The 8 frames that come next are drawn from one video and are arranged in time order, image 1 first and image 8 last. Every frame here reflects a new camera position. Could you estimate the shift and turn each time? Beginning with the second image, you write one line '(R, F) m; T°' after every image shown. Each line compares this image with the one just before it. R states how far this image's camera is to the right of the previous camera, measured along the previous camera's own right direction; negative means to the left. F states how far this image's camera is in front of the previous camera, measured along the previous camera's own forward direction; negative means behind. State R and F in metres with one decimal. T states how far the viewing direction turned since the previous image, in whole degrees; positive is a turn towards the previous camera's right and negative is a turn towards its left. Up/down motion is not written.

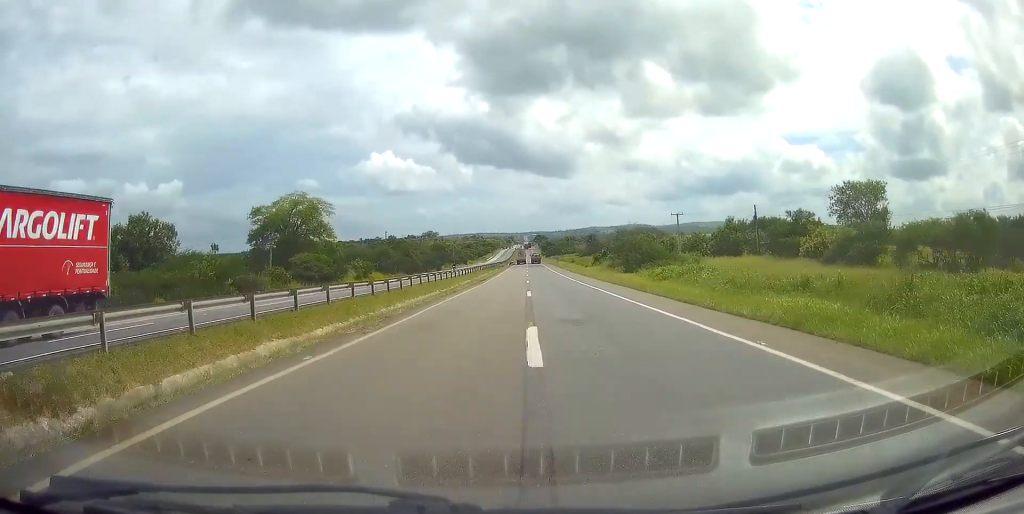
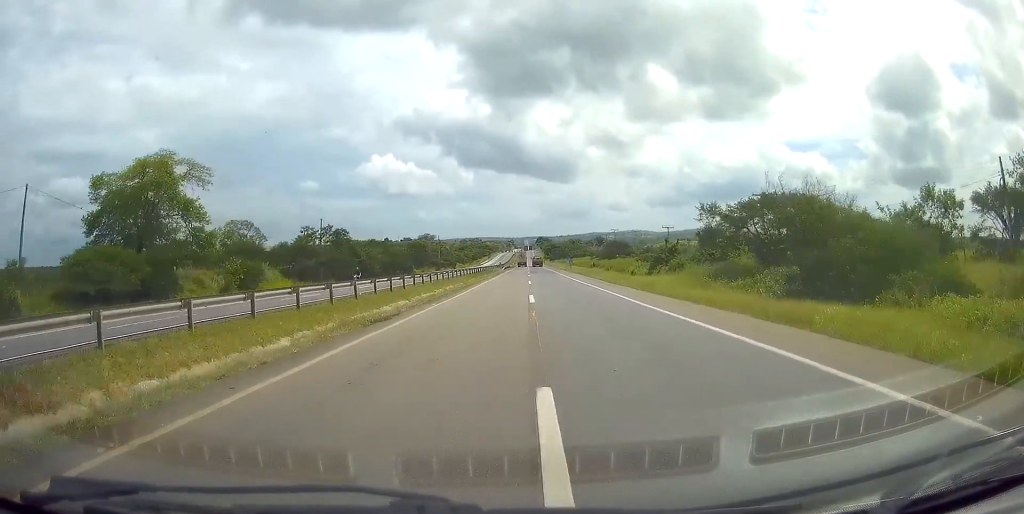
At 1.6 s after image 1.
(-0.2, +43.9) m; 0°
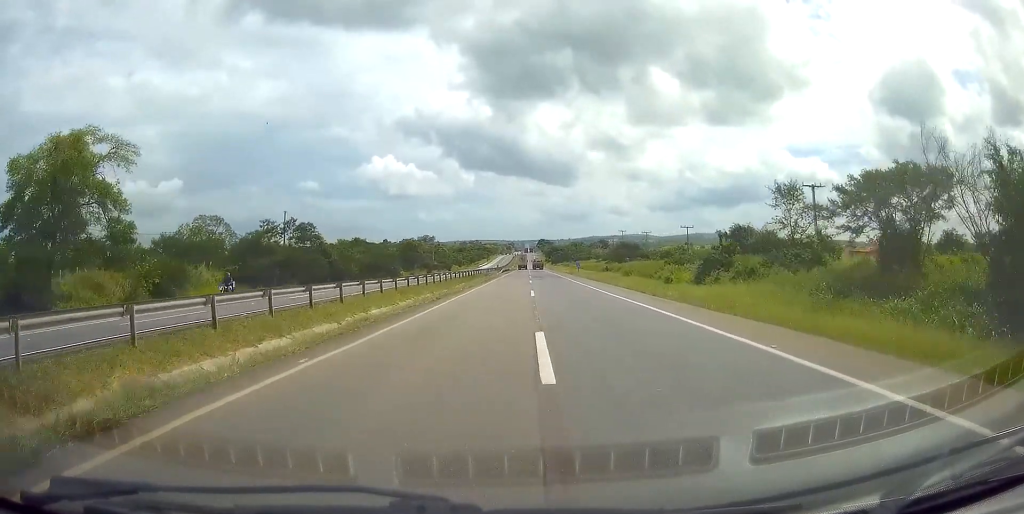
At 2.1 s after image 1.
(+0.2, +14.9) m; 0°
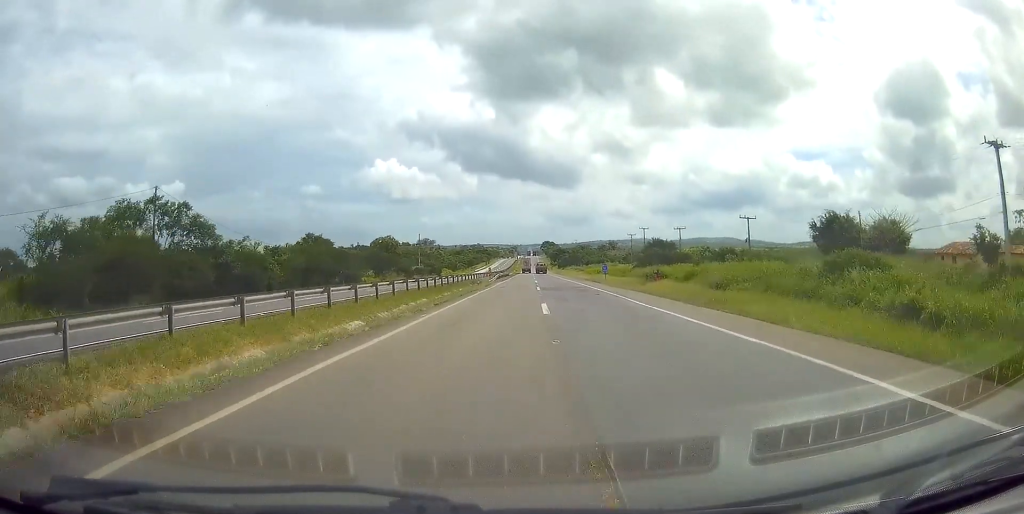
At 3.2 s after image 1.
(-0.1, +30.7) m; 0°
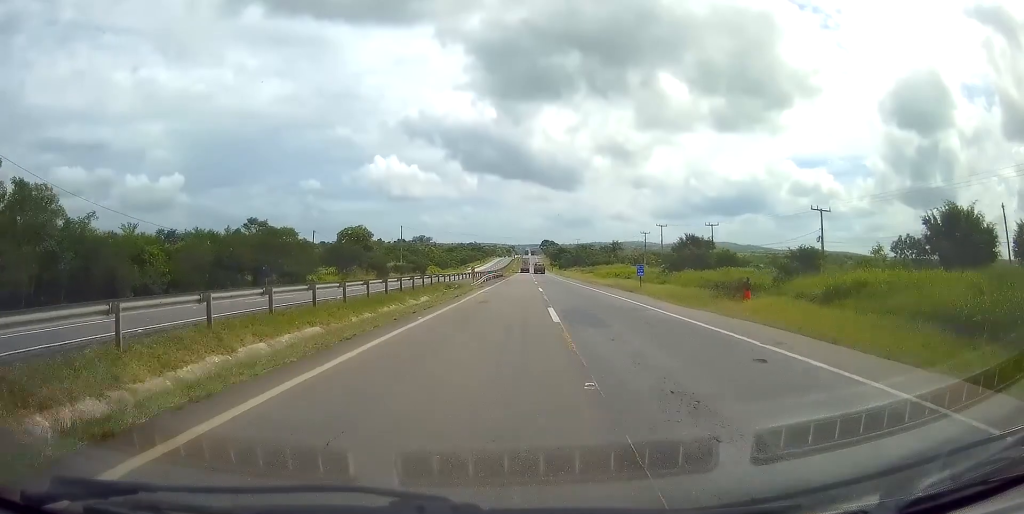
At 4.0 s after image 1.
(-0.1, +22.3) m; 0°
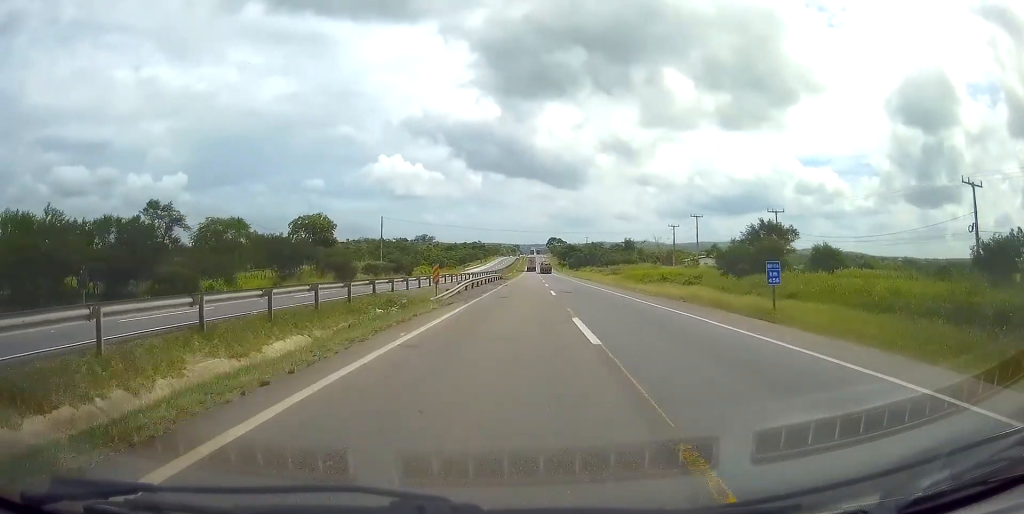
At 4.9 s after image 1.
(0.0, +25.1) m; 0°
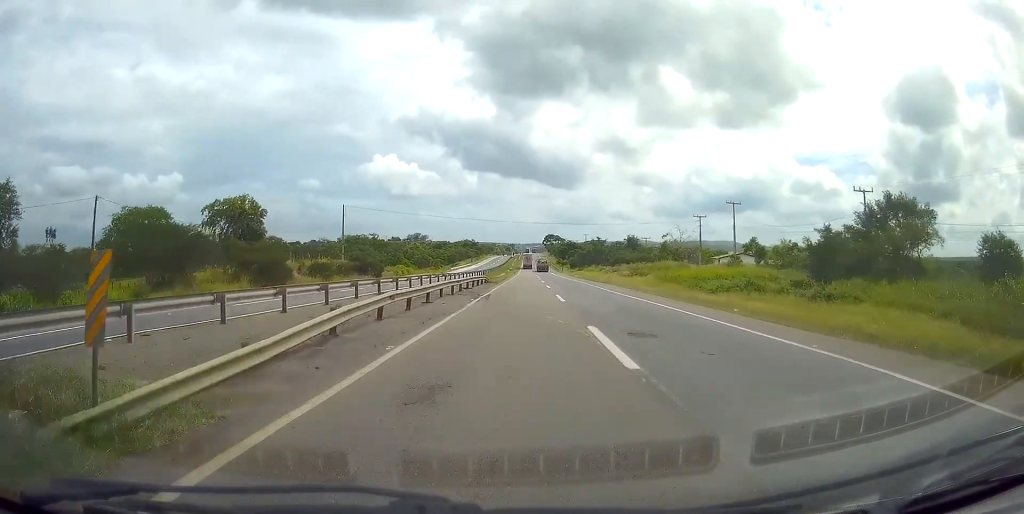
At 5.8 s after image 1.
(0.0, +23.3) m; +1°
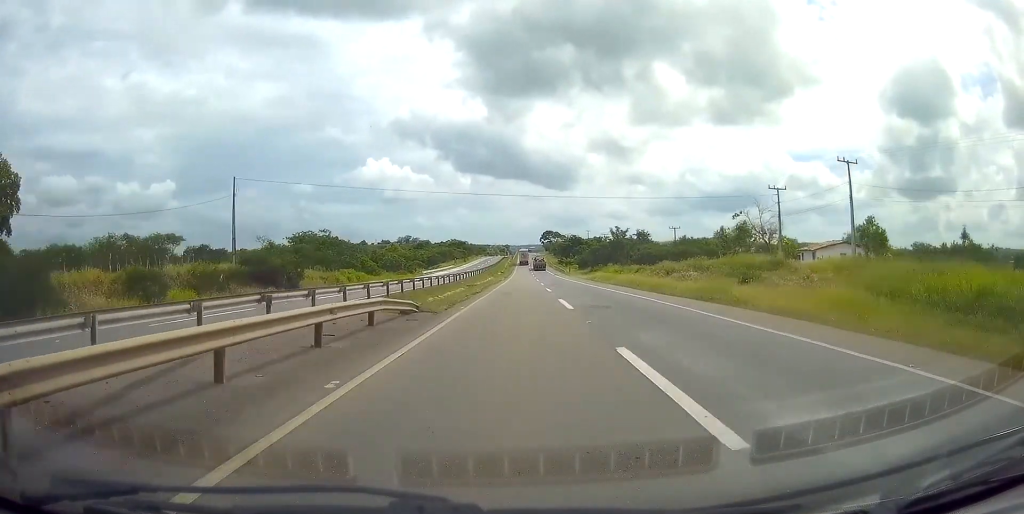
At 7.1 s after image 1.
(+0.4, +37.2) m; 0°
